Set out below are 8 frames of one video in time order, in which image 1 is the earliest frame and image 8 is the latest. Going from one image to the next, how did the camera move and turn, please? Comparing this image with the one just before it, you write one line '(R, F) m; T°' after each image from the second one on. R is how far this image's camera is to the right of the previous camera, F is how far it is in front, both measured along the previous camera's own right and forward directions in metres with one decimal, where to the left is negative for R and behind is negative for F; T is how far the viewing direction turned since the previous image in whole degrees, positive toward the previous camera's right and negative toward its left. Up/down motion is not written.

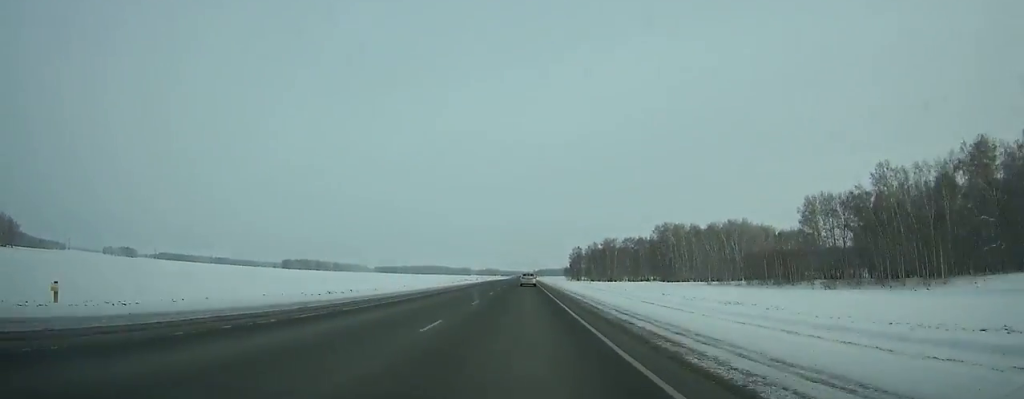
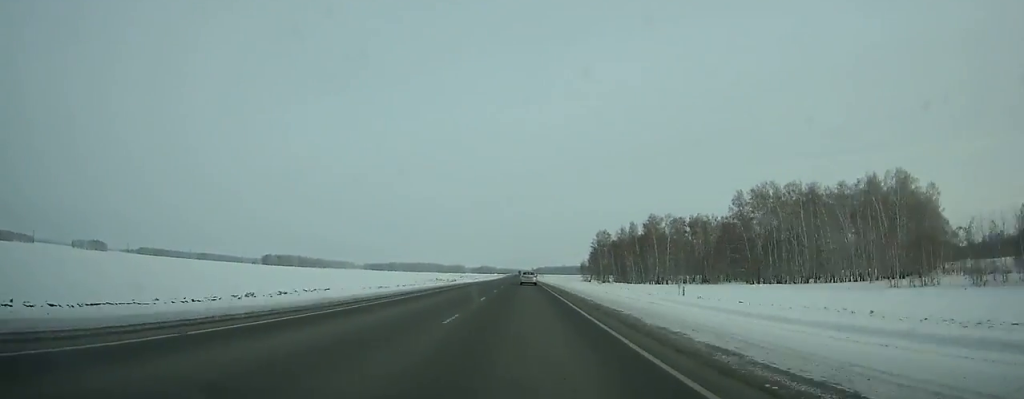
(-0.1, +93.6) m; 0°
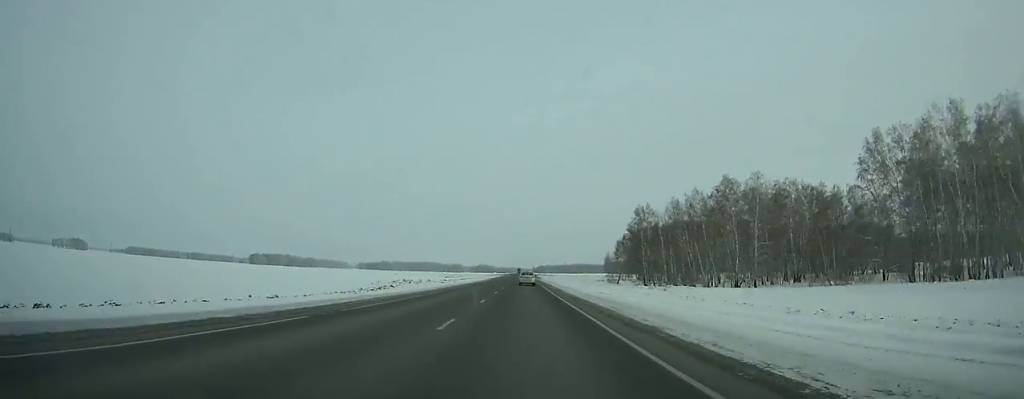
(+0.1, +61.0) m; 0°
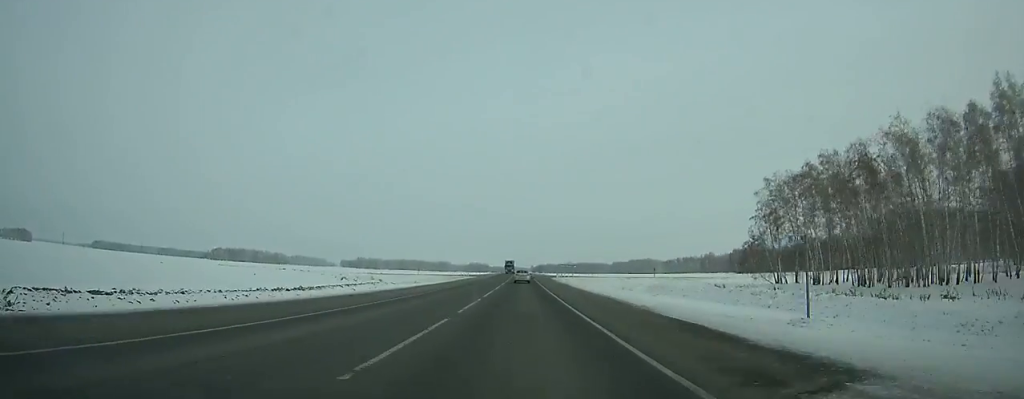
(+0.3, +142.5) m; 0°
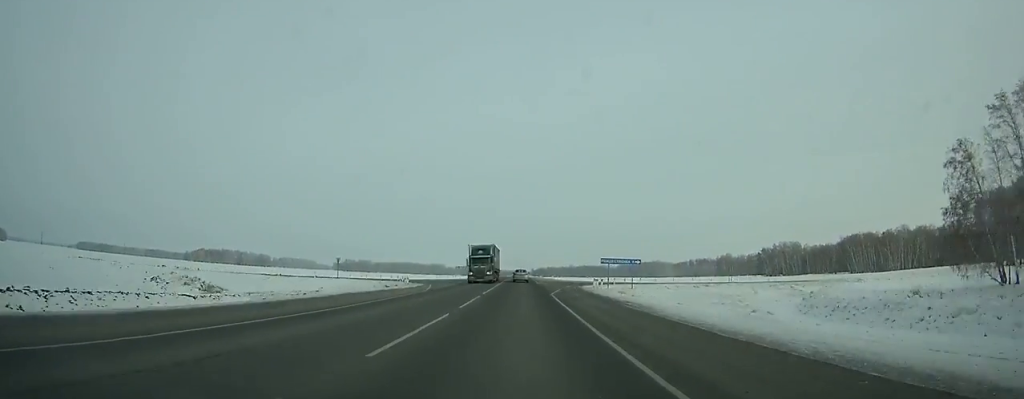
(+0.1, +59.1) m; 0°
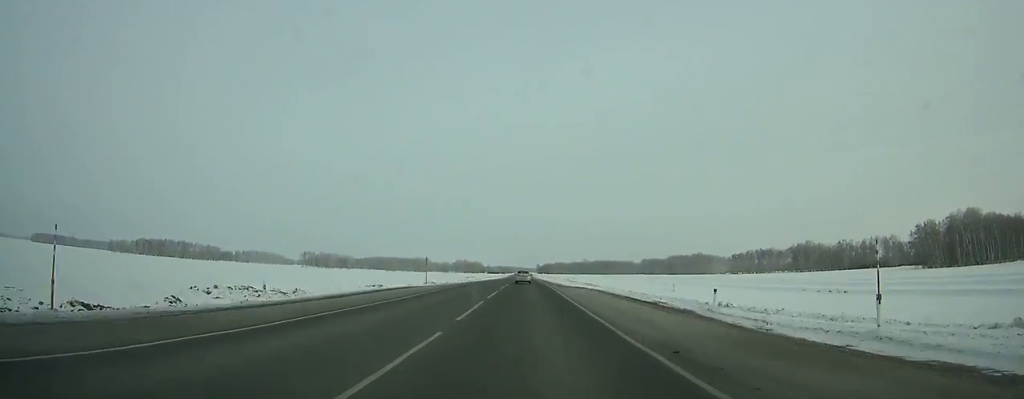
(0.0, +174.4) m; 0°
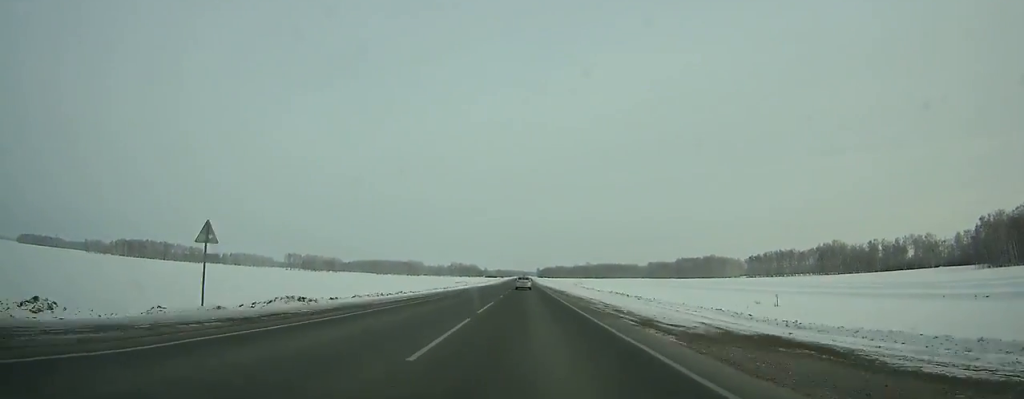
(+0.2, +42.9) m; 0°
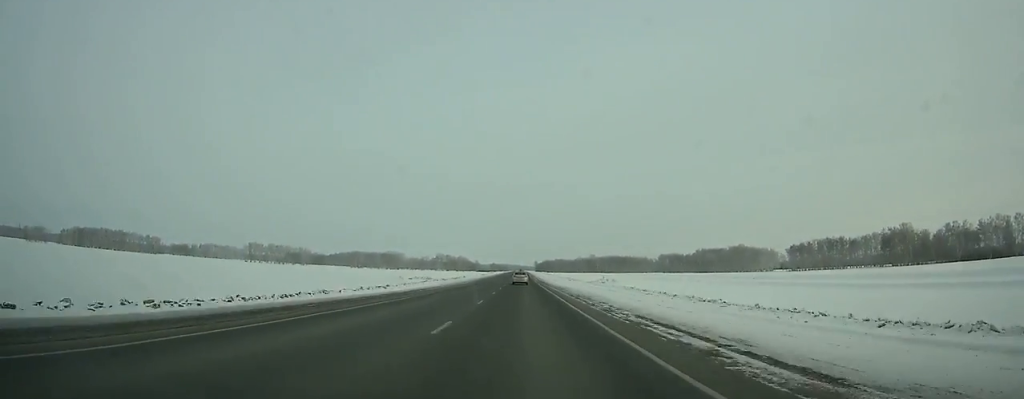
(+0.2, +86.2) m; 0°
